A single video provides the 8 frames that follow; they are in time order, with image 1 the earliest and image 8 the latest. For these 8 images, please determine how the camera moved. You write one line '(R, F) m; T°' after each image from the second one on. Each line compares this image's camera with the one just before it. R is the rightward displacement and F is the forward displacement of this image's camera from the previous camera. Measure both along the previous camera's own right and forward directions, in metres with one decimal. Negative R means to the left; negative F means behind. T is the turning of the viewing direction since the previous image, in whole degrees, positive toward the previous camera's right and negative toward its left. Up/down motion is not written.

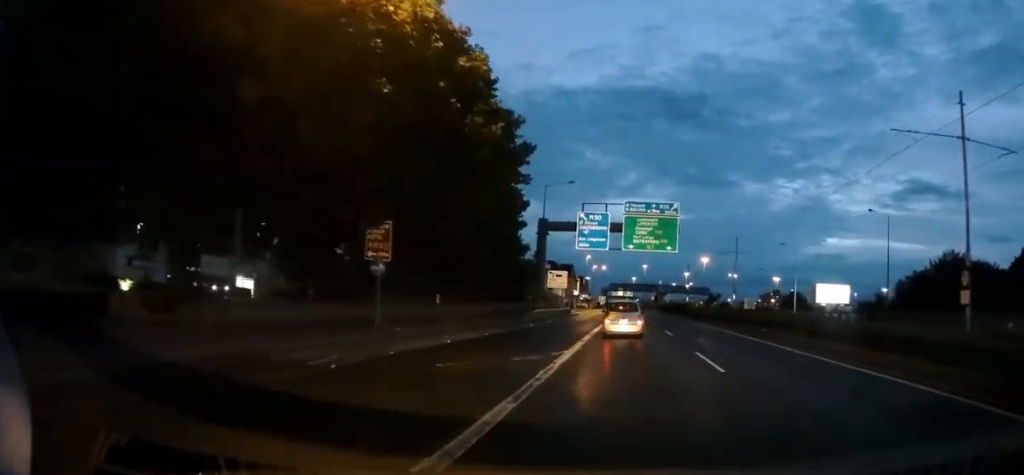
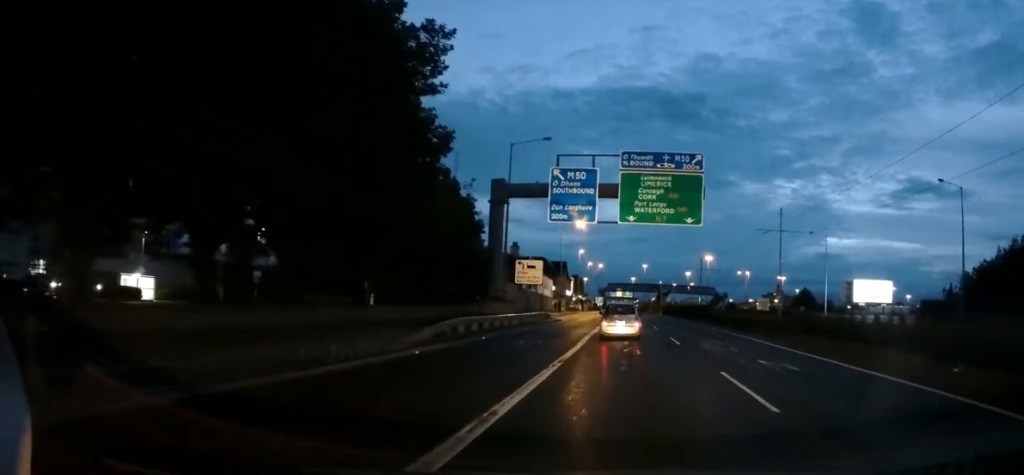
(0.0, +18.8) m; 0°
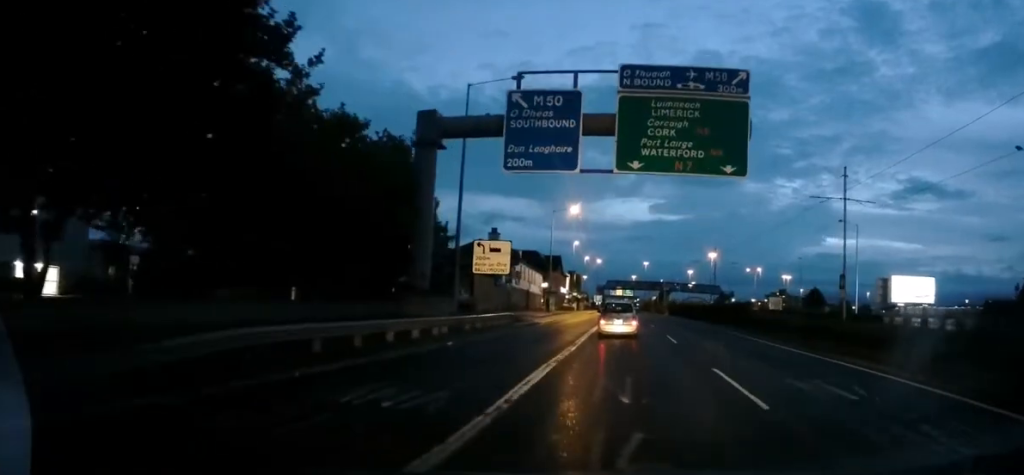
(0.0, +13.5) m; -1°
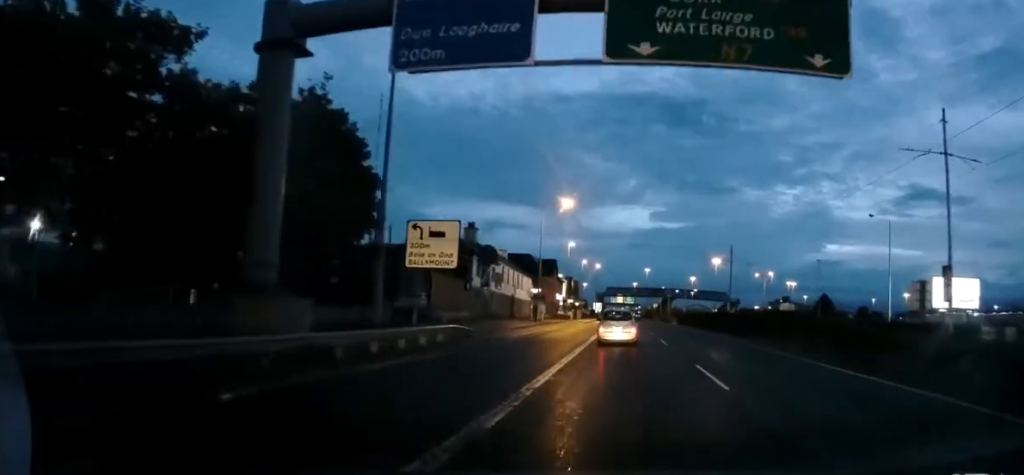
(-0.1, +11.0) m; 0°
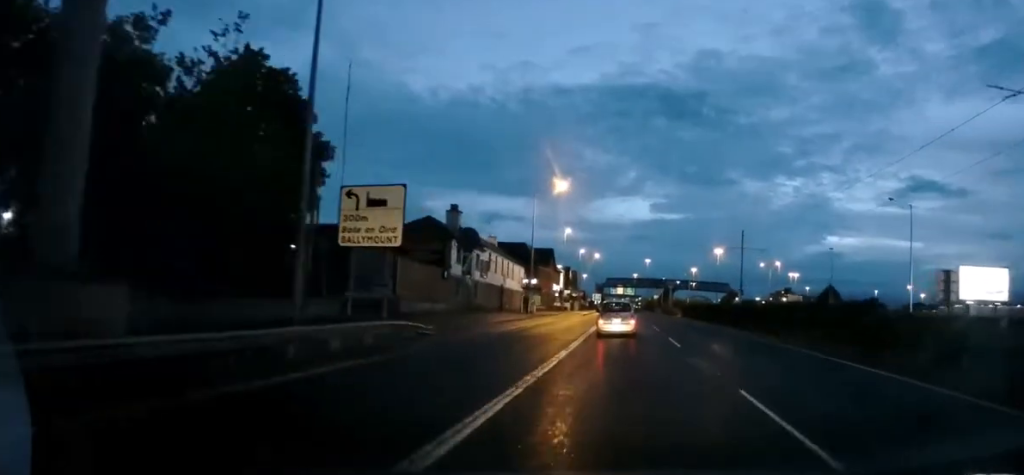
(0.0, +6.0) m; 0°
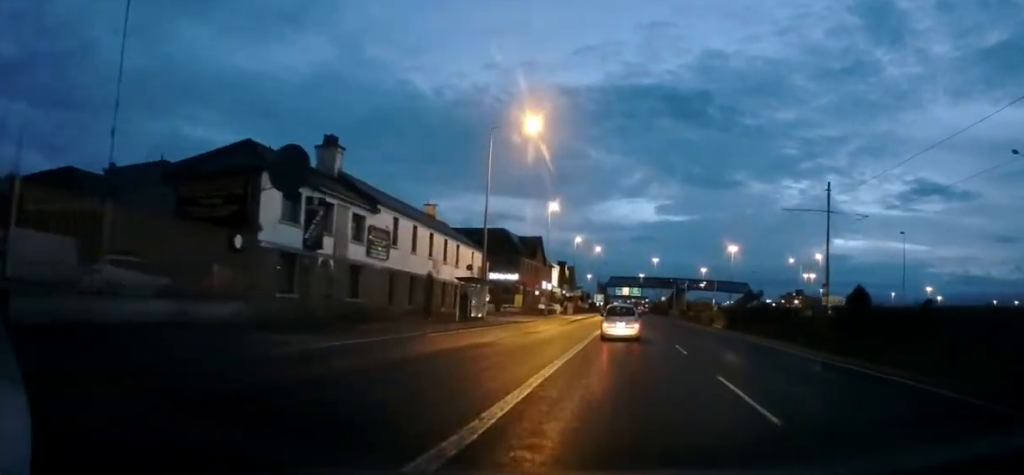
(0.0, +24.4) m; 0°
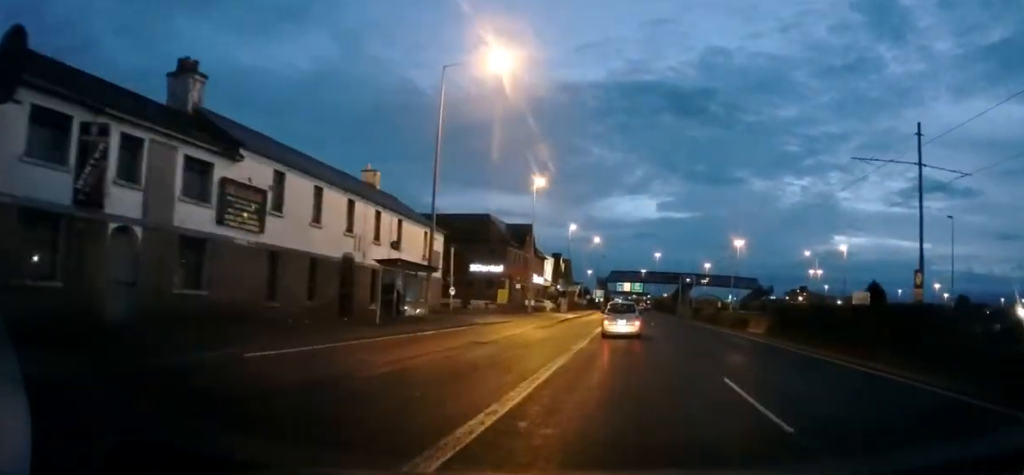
(0.0, +11.8) m; 0°
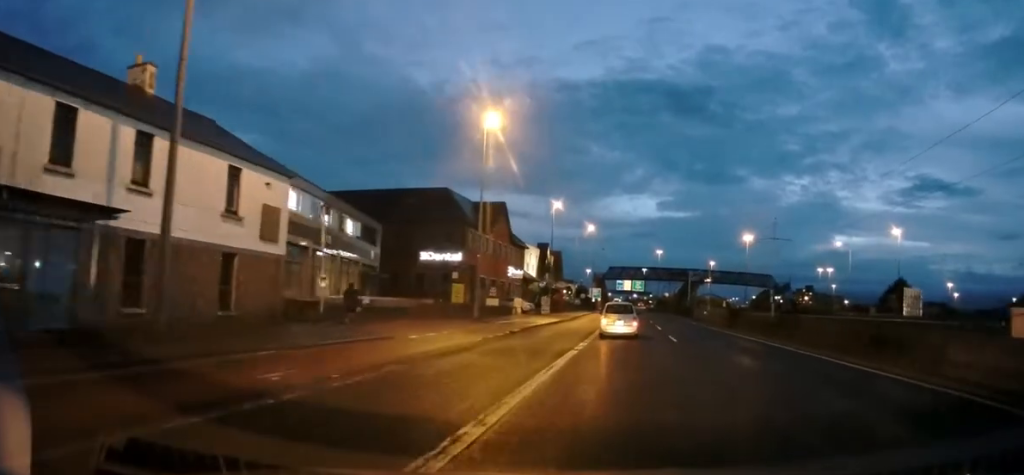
(+0.1, +19.5) m; -2°
